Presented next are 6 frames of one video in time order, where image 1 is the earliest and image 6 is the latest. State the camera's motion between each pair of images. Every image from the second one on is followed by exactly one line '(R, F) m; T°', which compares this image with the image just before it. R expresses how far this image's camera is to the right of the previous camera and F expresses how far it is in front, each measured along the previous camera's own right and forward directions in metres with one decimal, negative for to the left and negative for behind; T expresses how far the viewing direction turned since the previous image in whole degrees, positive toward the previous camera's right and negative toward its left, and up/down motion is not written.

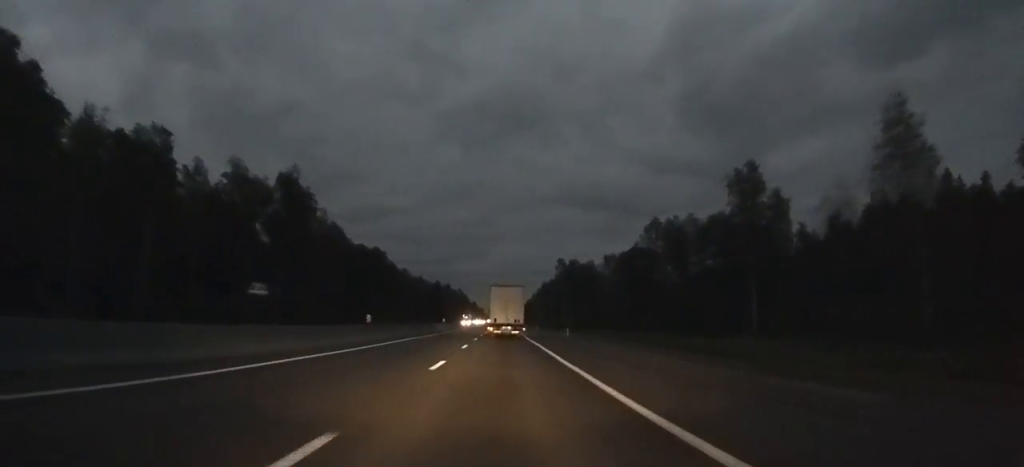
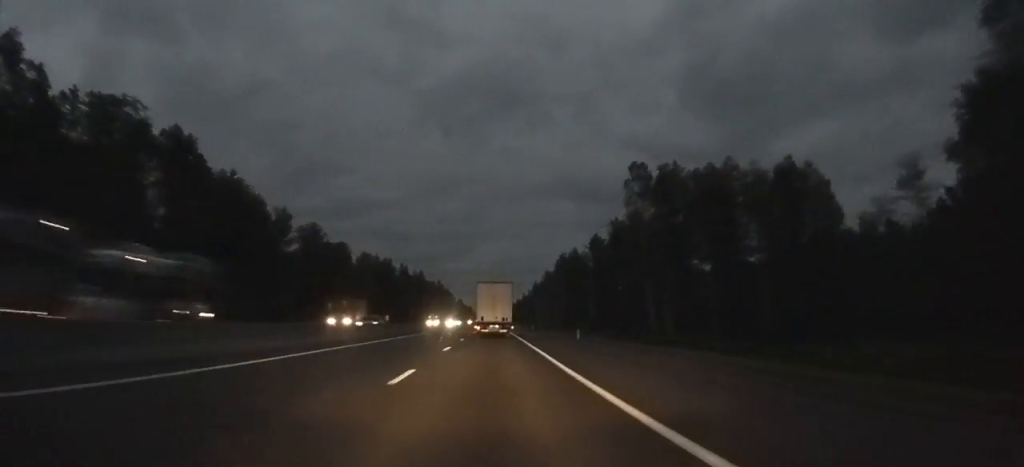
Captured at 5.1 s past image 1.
(+0.8, +111.6) m; +1°
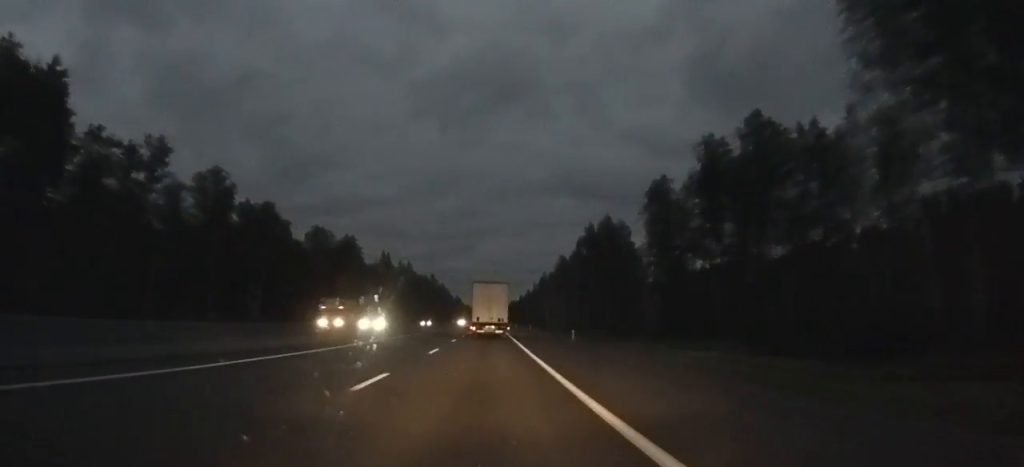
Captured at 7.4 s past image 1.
(+0.1, +49.1) m; 0°
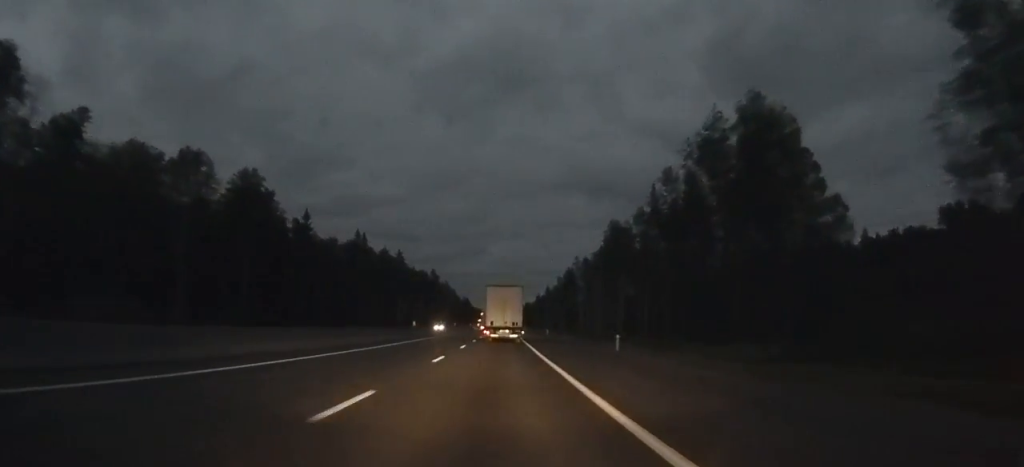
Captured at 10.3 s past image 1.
(+0.1, +63.5) m; 0°
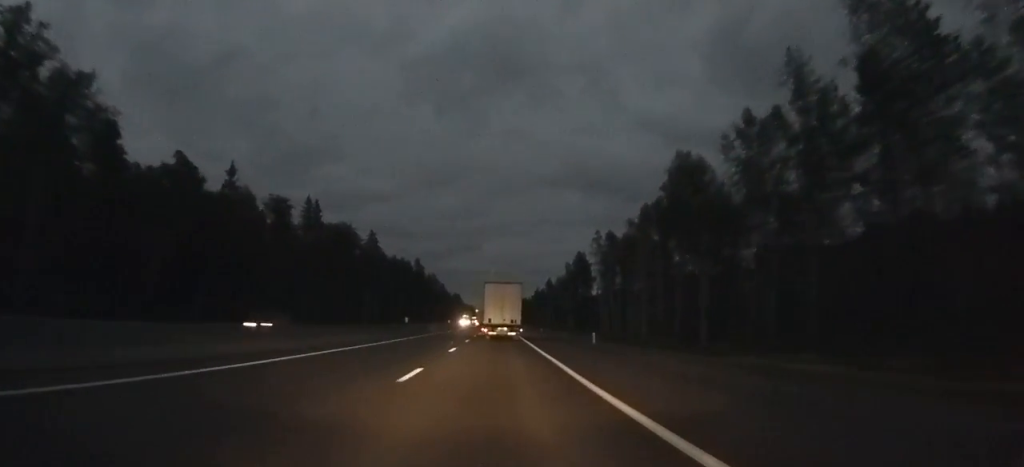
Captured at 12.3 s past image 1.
(-0.3, +43.3) m; -1°
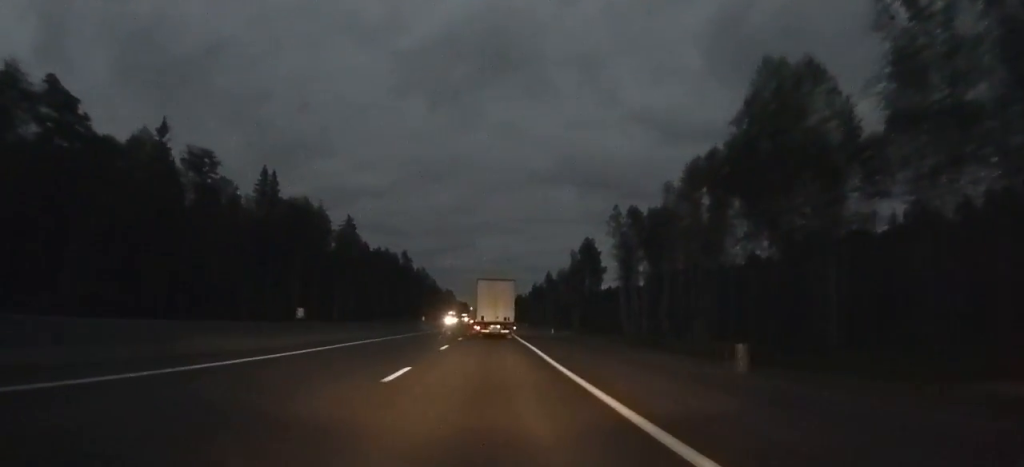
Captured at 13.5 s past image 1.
(-0.1, +24.6) m; 0°
